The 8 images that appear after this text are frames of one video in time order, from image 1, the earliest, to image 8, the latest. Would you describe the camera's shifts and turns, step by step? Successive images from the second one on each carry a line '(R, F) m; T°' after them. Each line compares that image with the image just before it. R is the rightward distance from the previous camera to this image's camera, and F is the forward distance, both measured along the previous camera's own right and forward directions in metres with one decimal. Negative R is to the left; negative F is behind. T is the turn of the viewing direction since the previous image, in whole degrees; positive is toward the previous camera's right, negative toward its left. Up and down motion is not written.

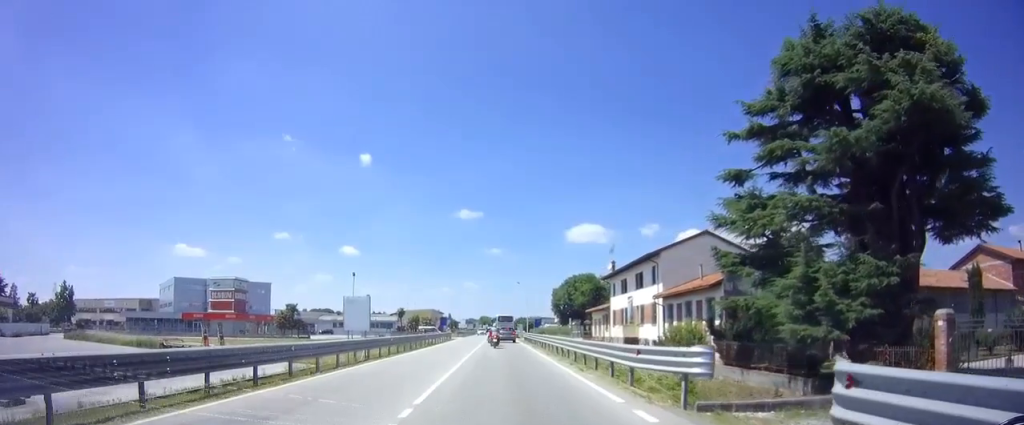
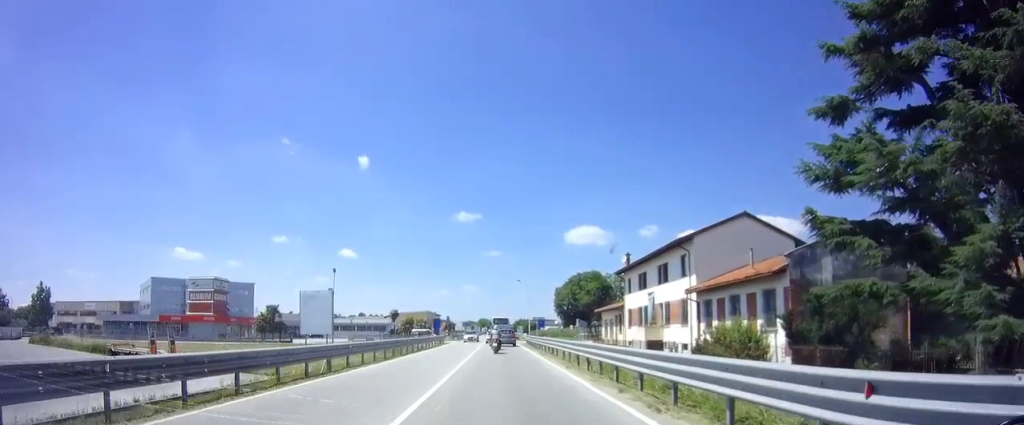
(-0.5, +8.0) m; -3°
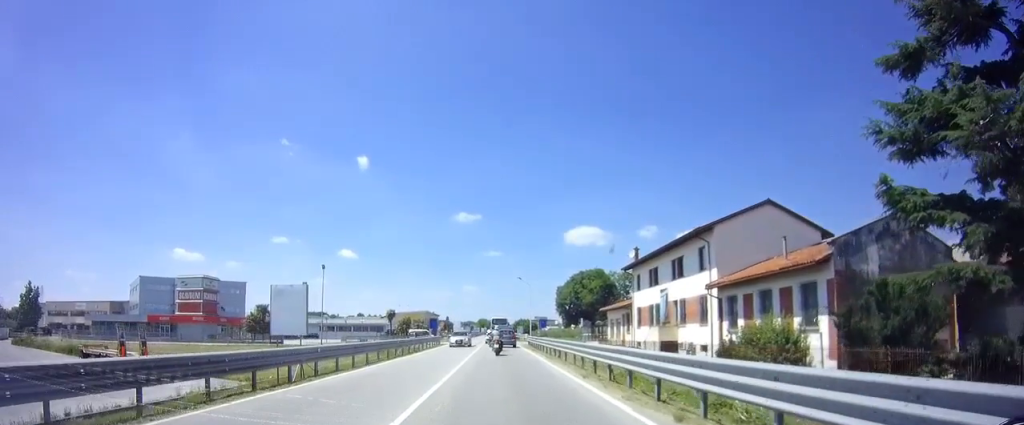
(+0.1, +4.0) m; +2°
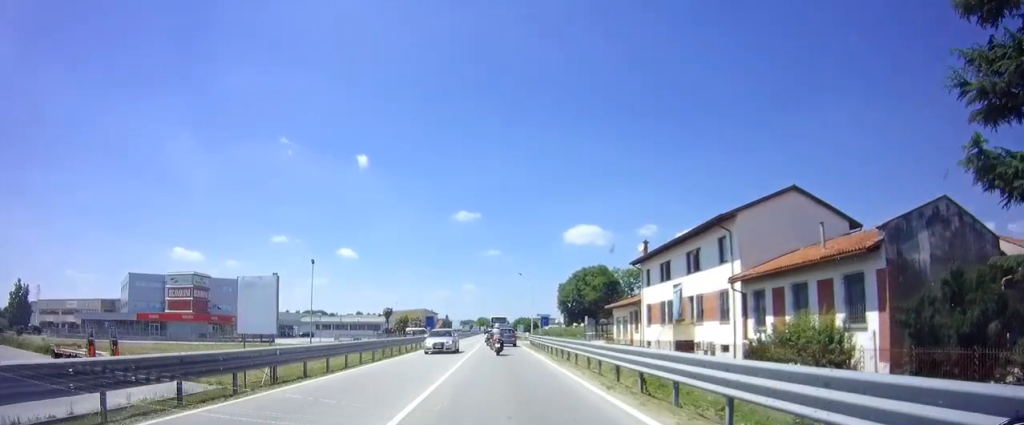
(+0.1, +3.1) m; +1°
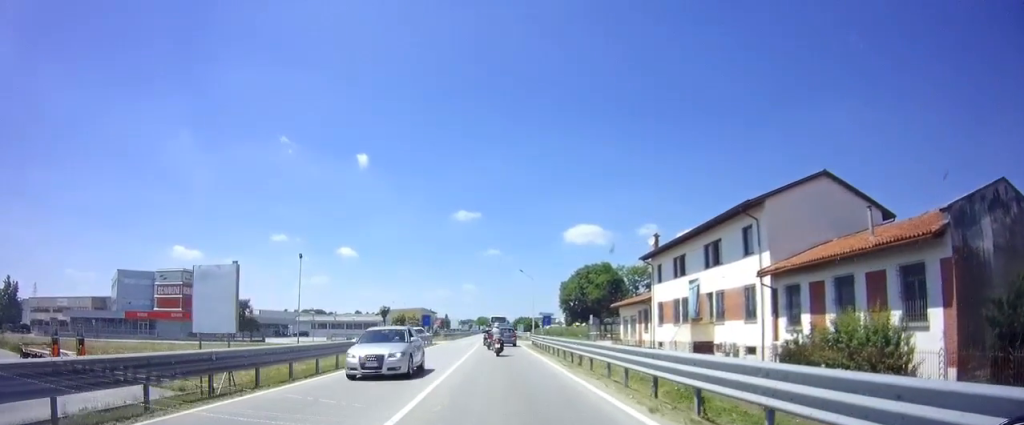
(0.0, +3.3) m; +1°
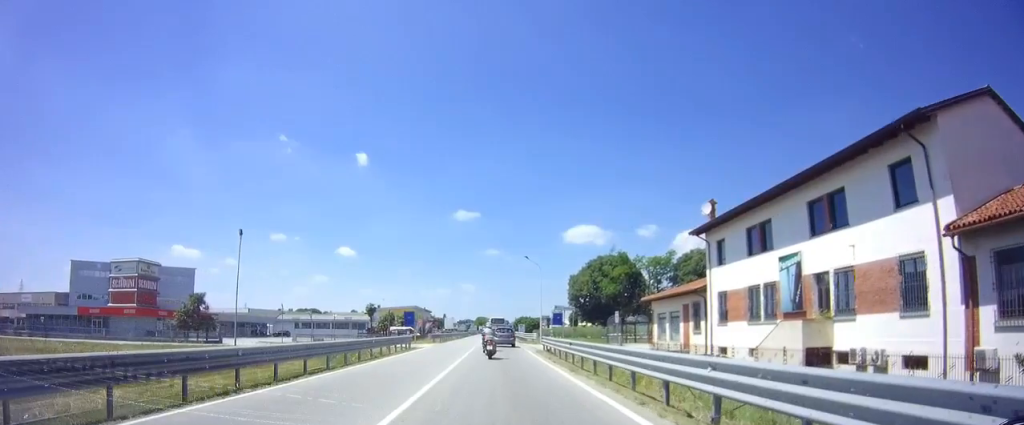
(0.0, +13.4) m; -1°
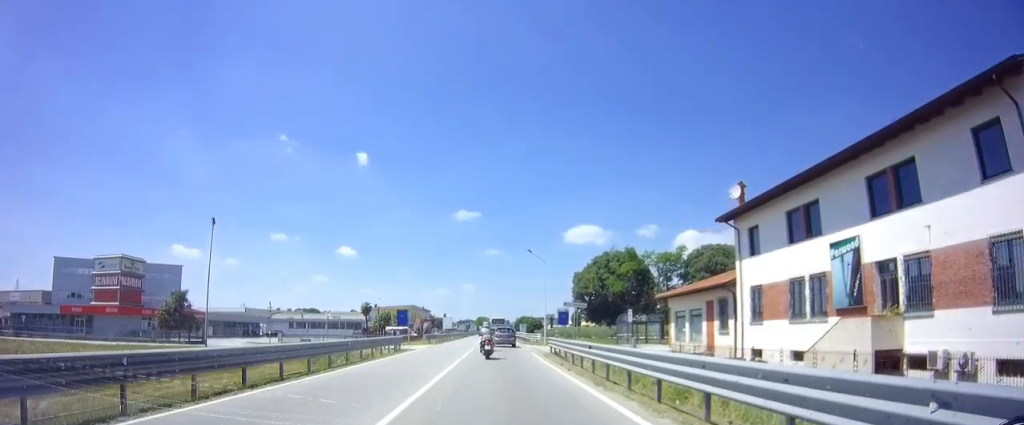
(0.0, +4.6) m; 0°
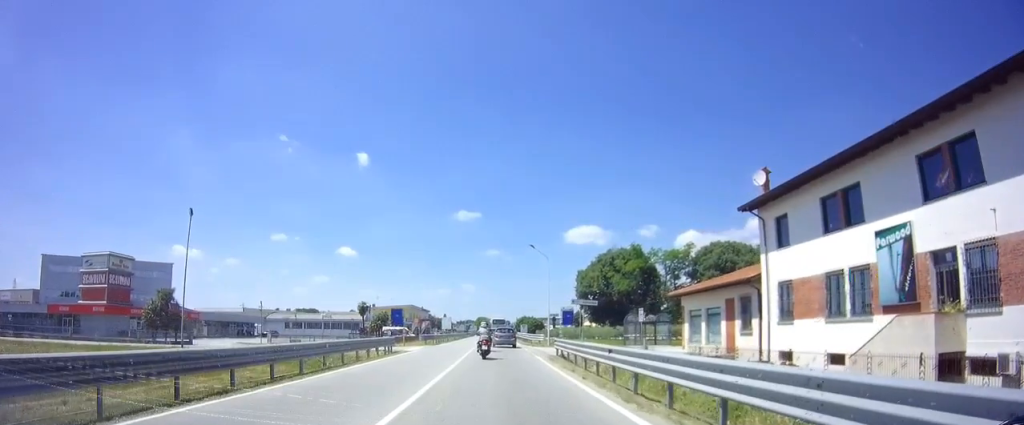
(0.0, +3.1) m; 0°
